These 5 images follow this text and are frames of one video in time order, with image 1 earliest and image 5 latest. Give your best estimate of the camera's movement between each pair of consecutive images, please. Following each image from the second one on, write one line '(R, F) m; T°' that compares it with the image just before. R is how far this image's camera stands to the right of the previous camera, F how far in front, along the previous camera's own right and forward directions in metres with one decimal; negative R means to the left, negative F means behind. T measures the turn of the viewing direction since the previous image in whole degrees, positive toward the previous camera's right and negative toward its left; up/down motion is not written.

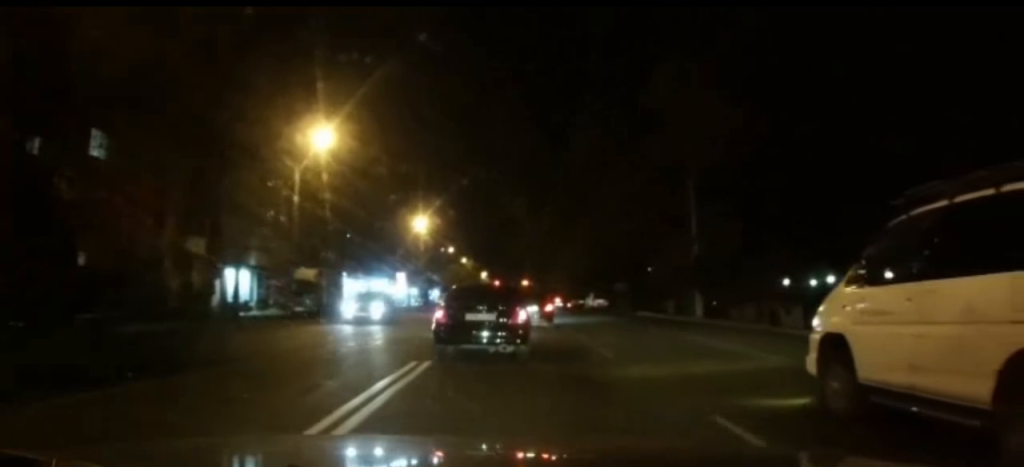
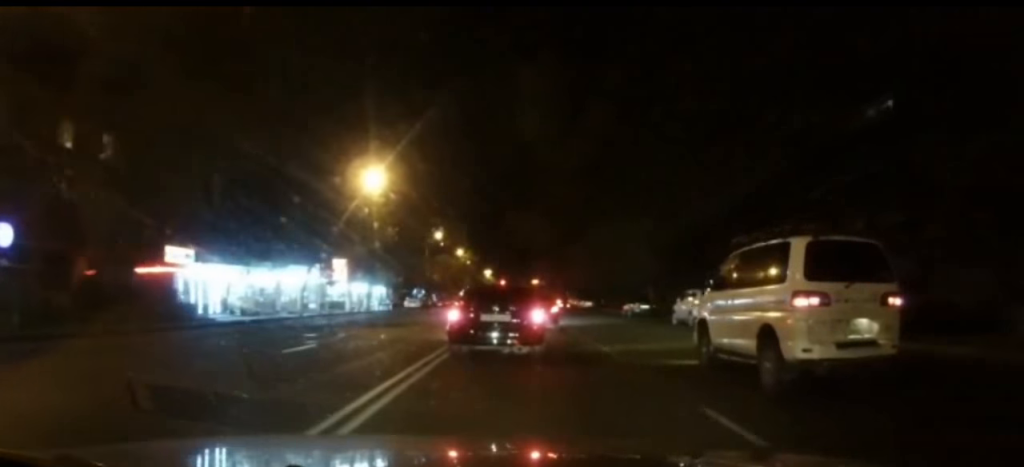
(-0.4, +30.8) m; -1°
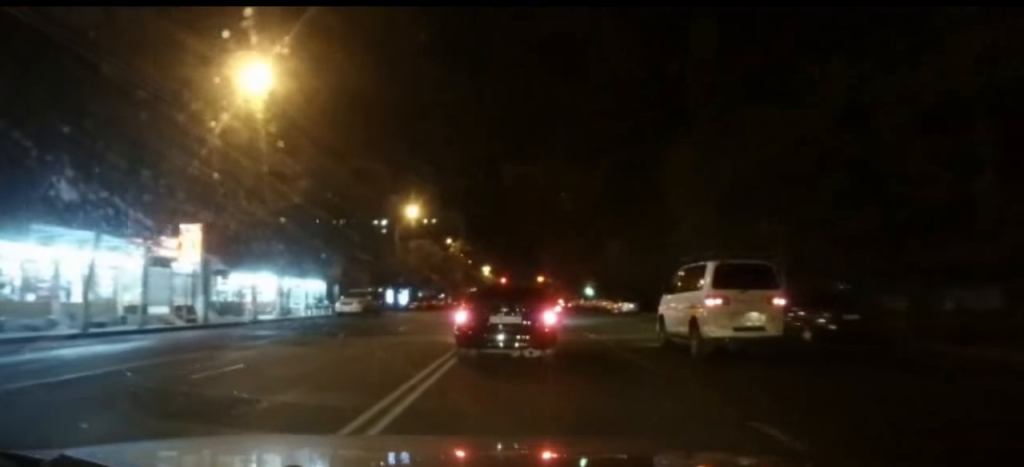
(-0.1, +24.6) m; 0°
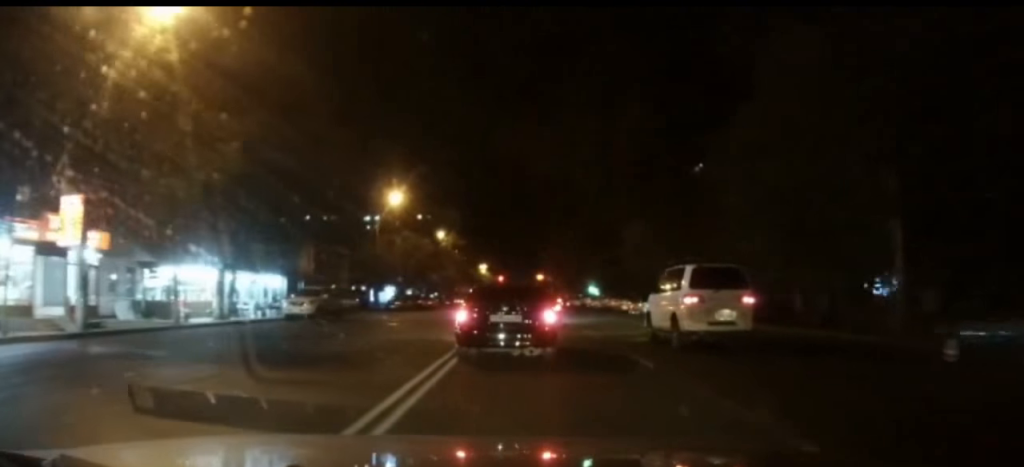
(-0.1, +8.5) m; +1°
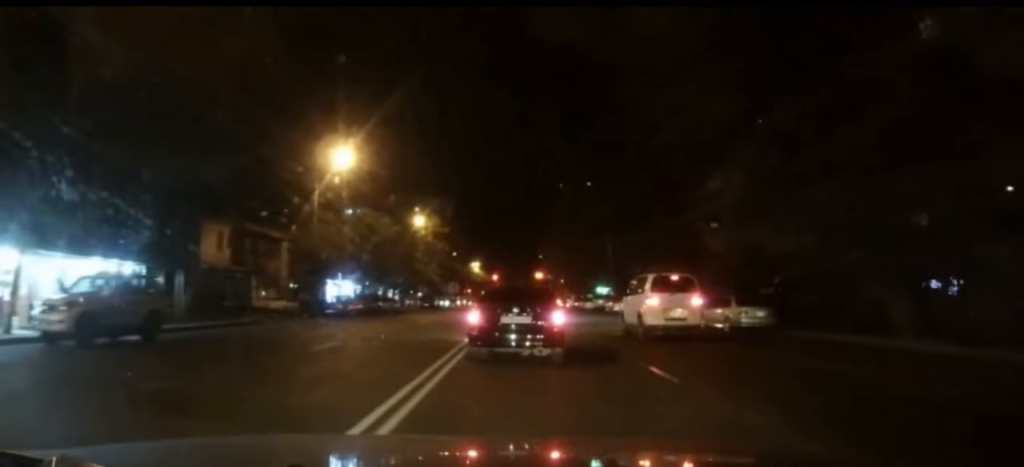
(+0.3, +17.6) m; +1°
